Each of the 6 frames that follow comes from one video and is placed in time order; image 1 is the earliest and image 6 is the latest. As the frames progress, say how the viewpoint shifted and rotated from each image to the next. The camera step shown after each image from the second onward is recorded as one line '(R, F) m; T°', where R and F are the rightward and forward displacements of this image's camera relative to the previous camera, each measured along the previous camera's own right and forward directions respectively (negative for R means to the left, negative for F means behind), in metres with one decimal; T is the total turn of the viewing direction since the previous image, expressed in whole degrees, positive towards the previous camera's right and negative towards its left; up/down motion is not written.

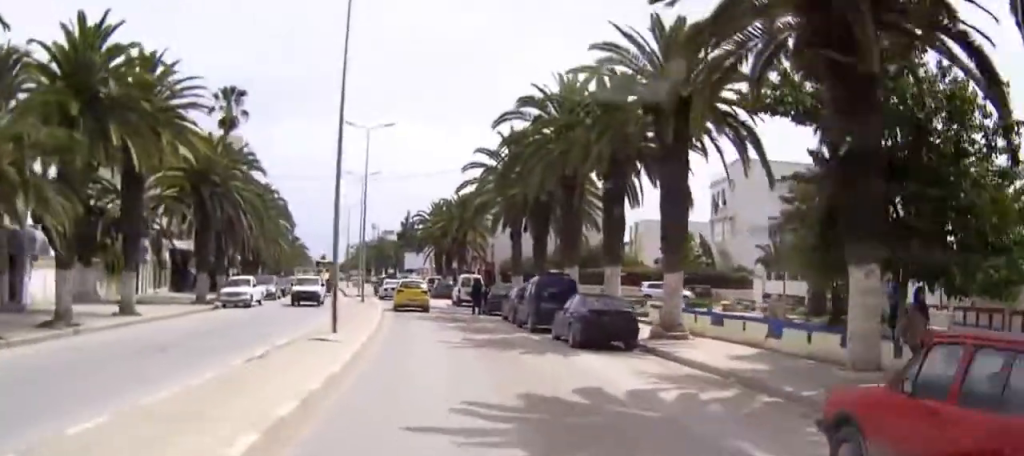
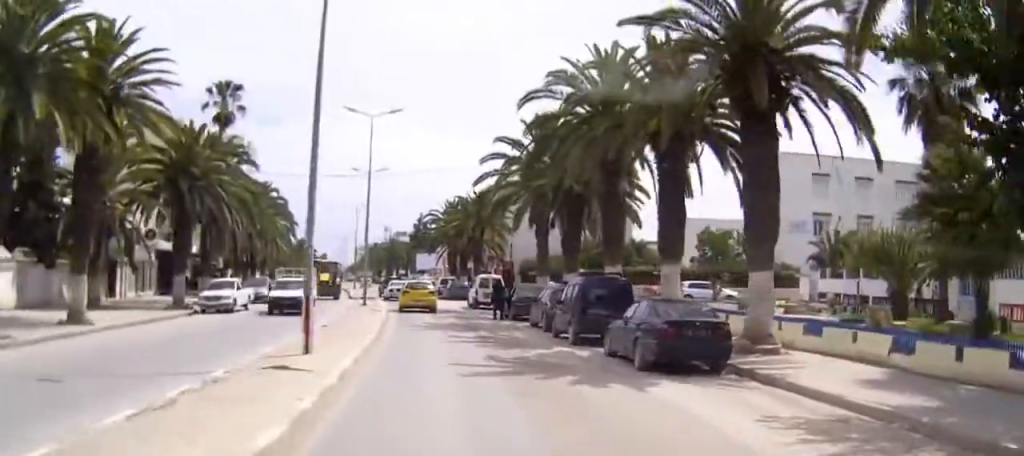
(0.0, +5.7) m; 0°
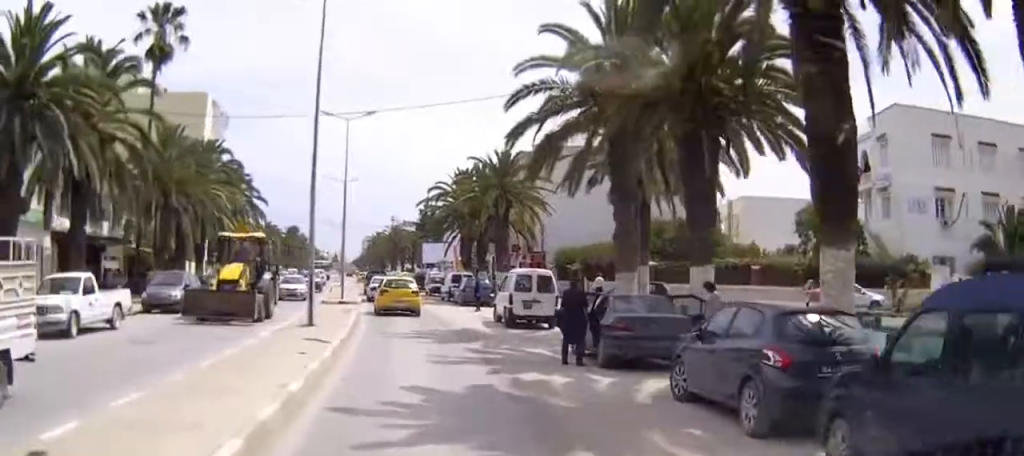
(0.0, +16.7) m; -1°
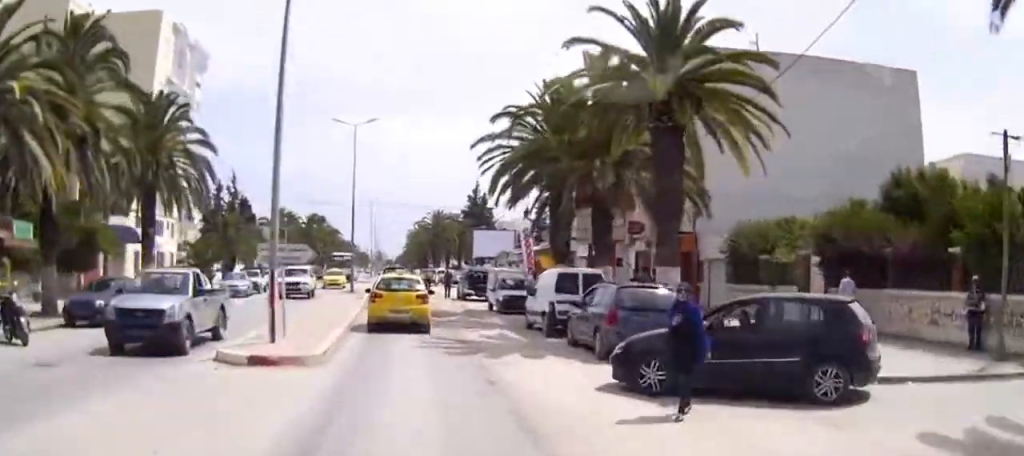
(-1.0, +26.2) m; -5°
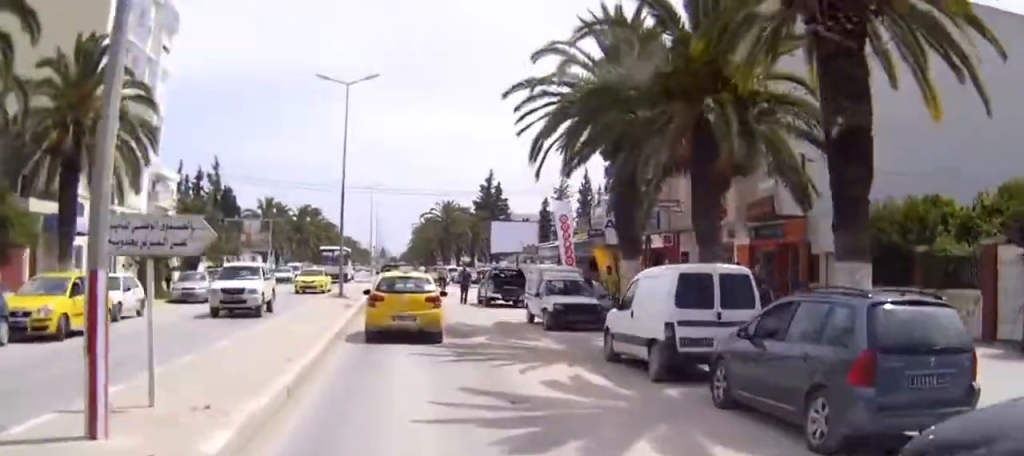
(0.0, +8.2) m; -1°
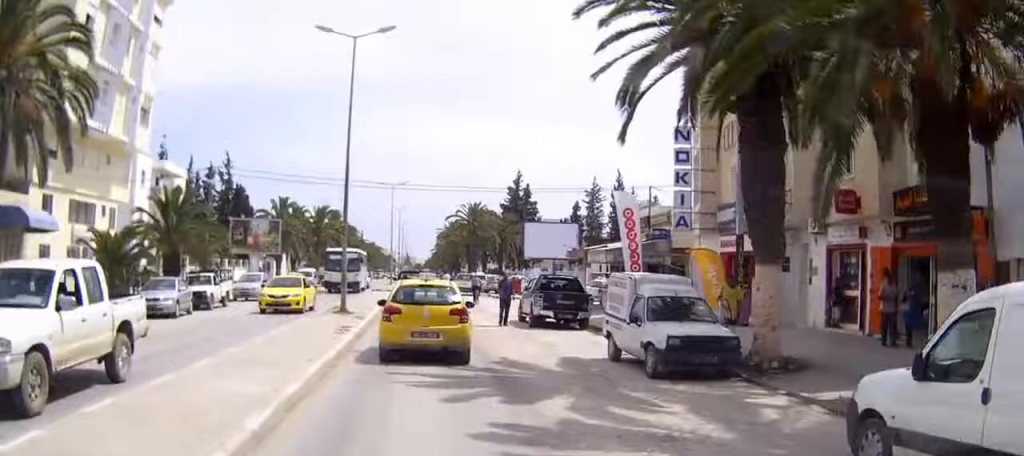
(-0.1, +8.6) m; +2°
